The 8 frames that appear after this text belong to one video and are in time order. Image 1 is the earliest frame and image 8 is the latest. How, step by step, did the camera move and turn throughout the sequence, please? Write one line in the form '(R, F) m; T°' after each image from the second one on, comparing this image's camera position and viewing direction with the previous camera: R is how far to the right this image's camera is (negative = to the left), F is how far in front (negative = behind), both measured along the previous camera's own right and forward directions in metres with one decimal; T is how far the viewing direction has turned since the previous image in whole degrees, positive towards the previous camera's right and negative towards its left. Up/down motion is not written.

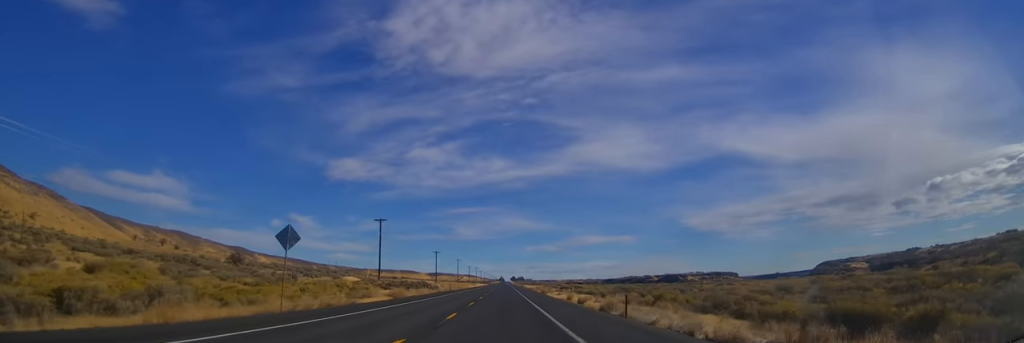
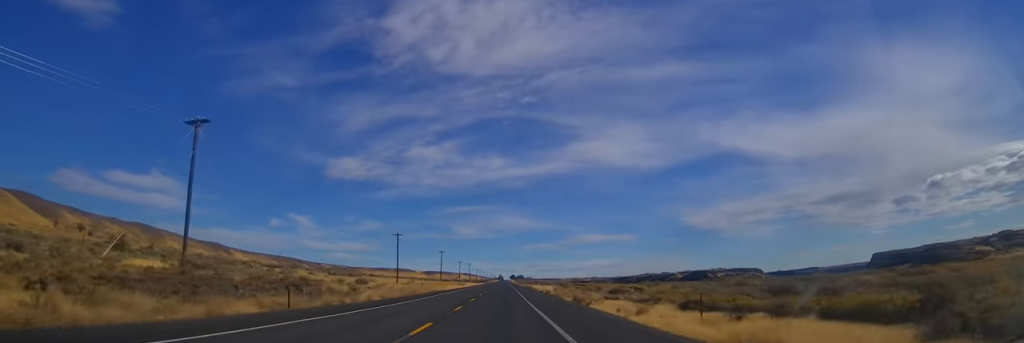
(-0.1, +67.6) m; 0°
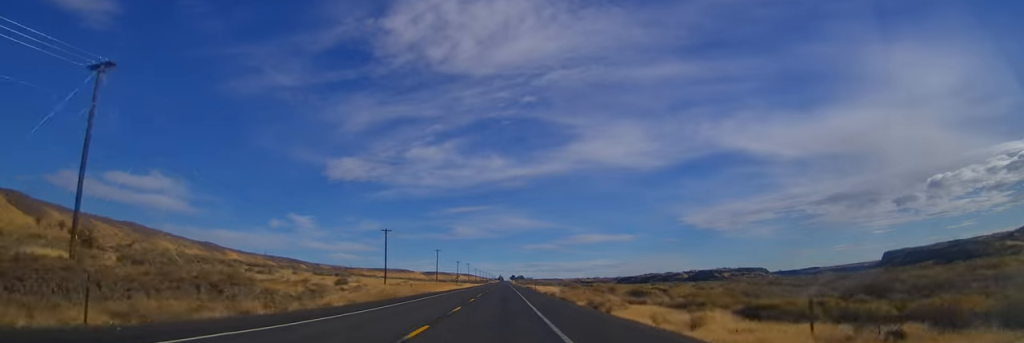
(0.0, +12.7) m; 0°
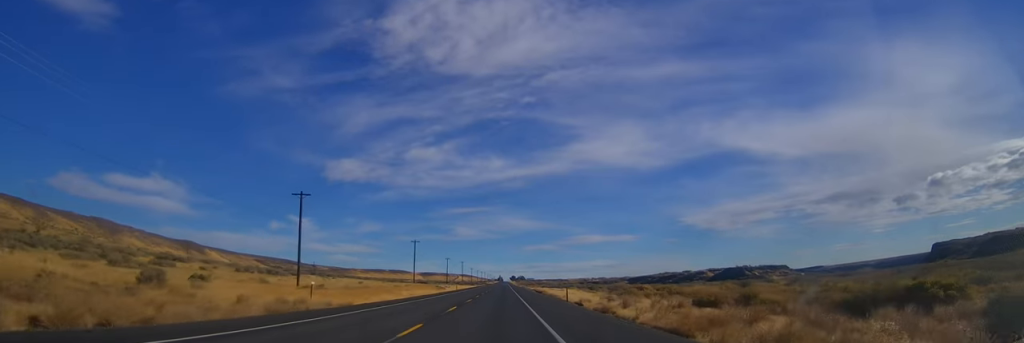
(-0.8, +48.8) m; -1°
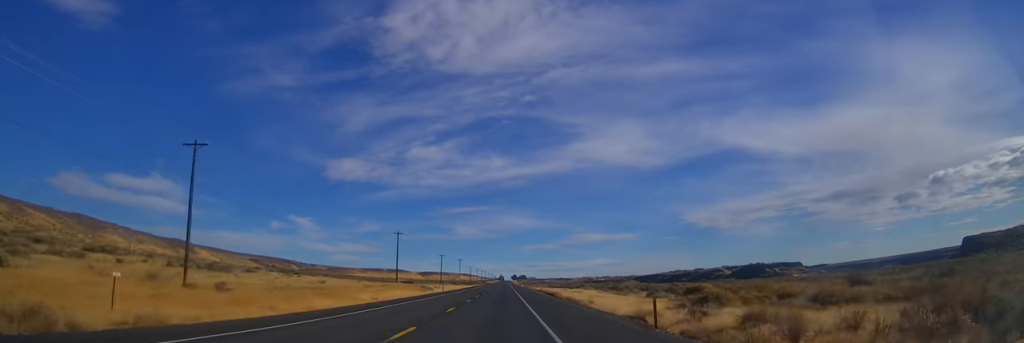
(+0.1, +25.5) m; 0°
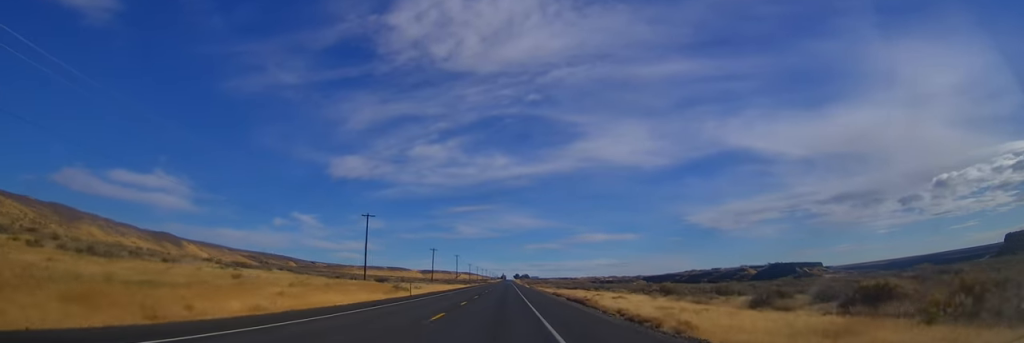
(+0.3, +30.7) m; 0°
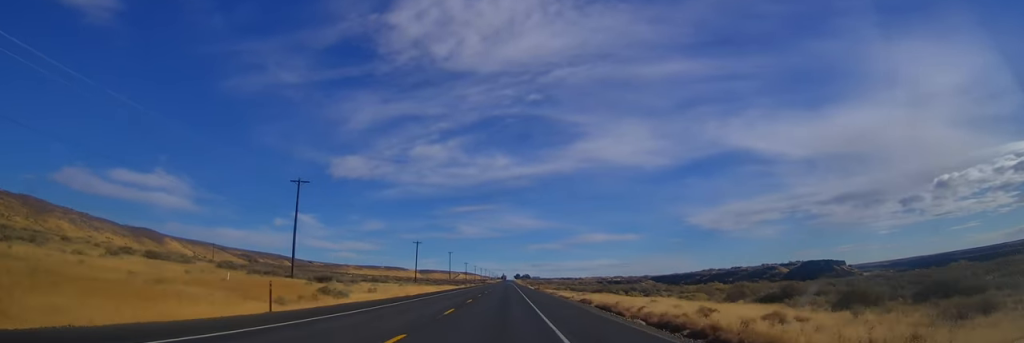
(-0.2, +33.8) m; 0°
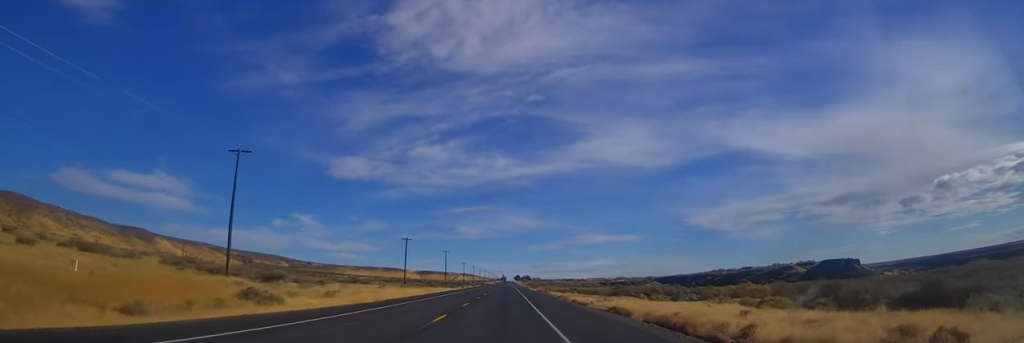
(0.0, +15.9) m; 0°
